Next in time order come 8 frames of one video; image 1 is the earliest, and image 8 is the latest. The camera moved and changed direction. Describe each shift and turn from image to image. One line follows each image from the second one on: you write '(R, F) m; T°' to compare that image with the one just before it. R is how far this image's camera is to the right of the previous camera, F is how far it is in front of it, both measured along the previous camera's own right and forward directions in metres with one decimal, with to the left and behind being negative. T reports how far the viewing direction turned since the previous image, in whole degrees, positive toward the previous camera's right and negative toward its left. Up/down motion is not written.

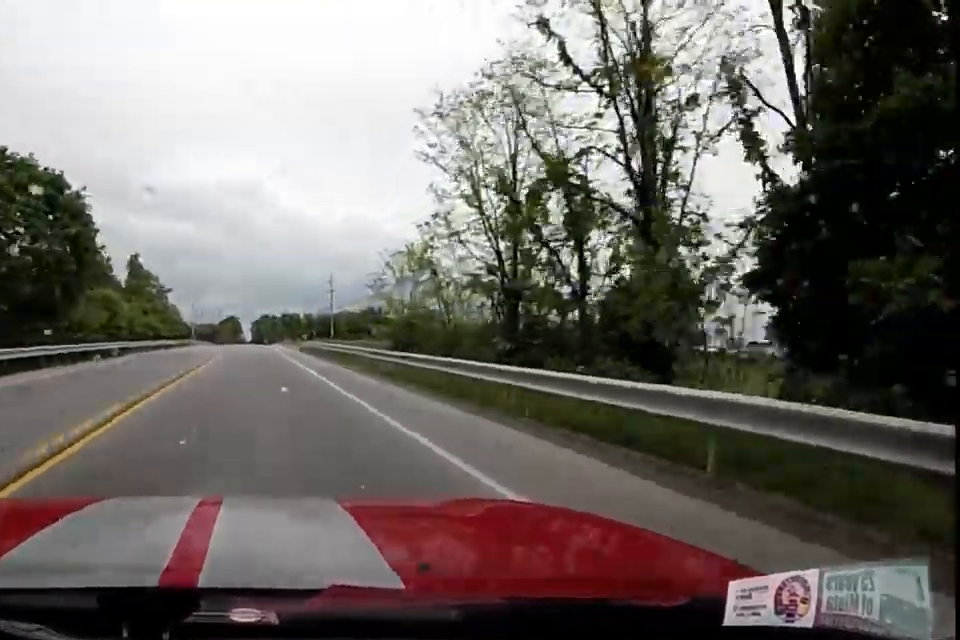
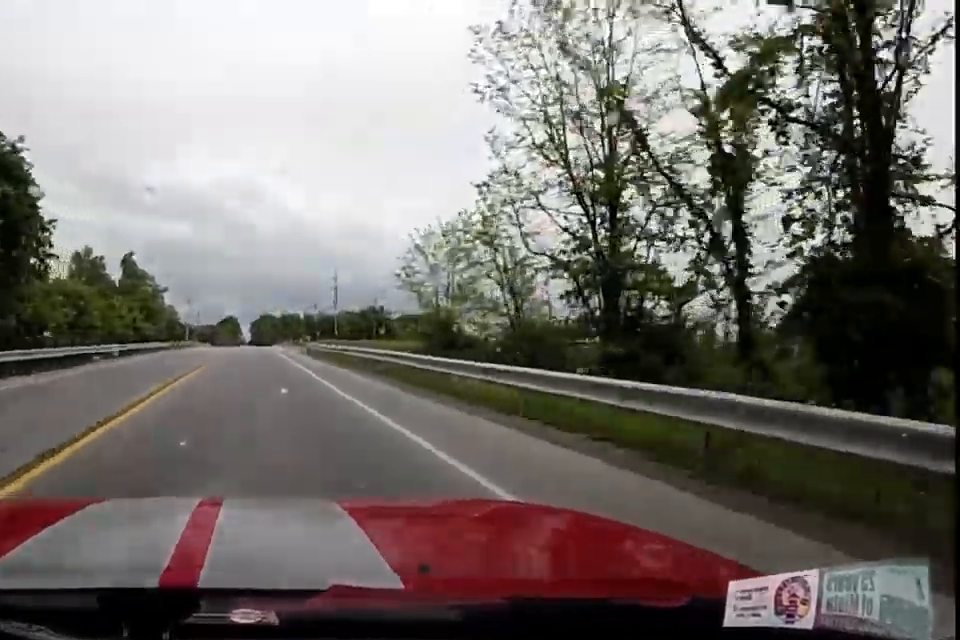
(-0.2, +7.0) m; -1°
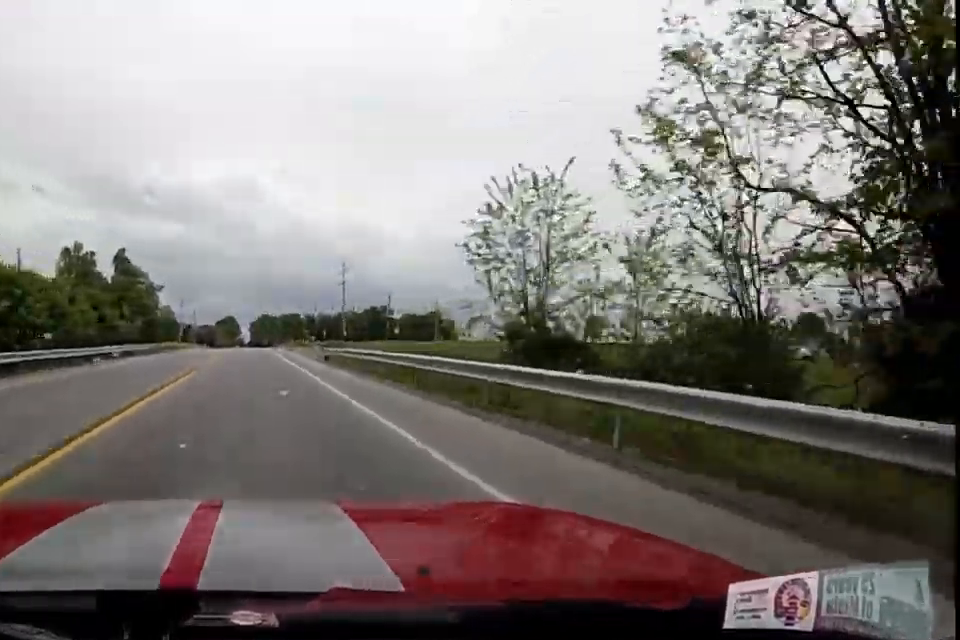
(0.0, +9.0) m; +1°
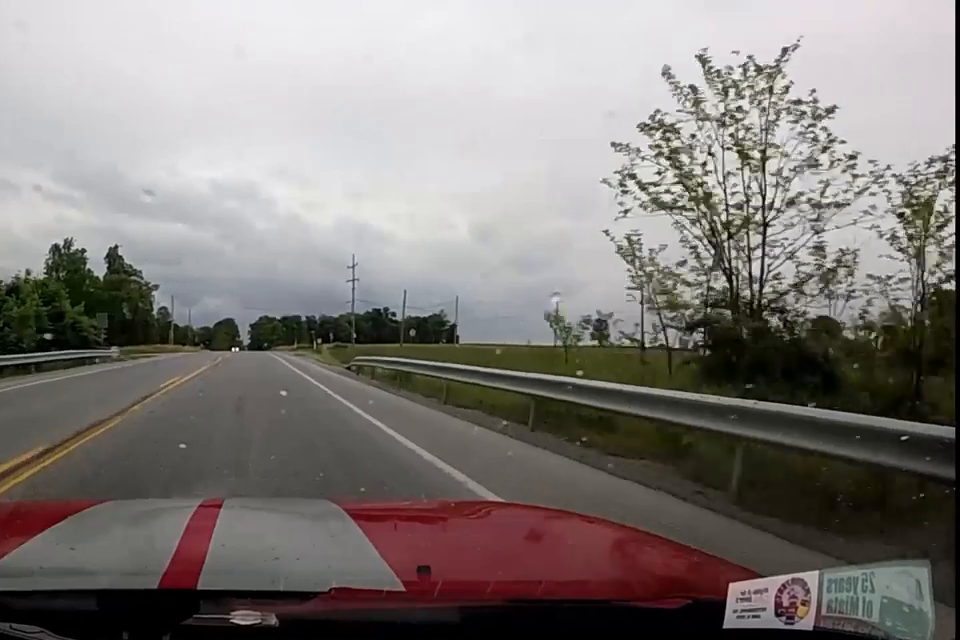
(-0.1, +9.0) m; +1°
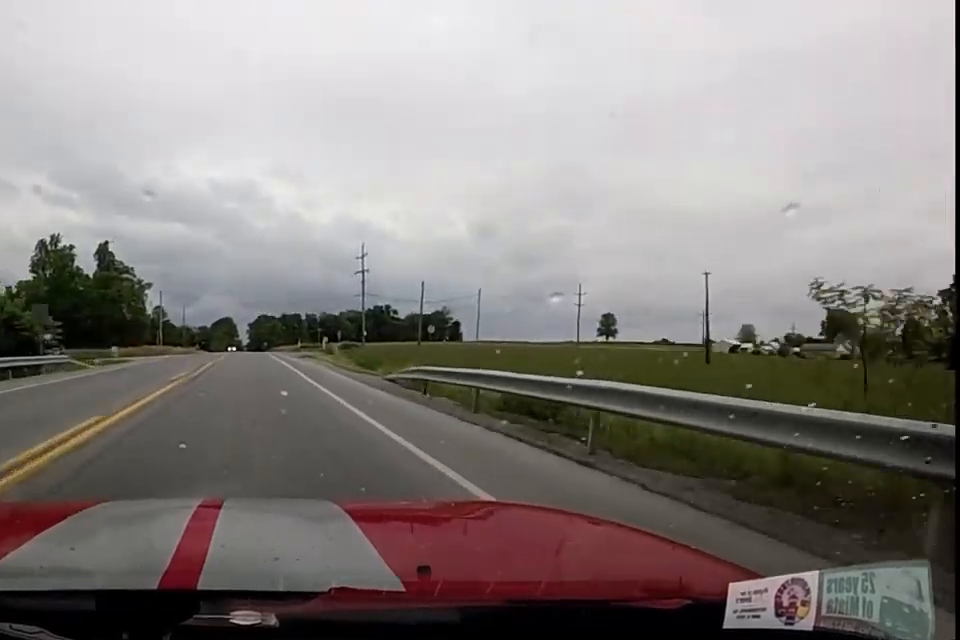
(+0.3, +8.9) m; 0°
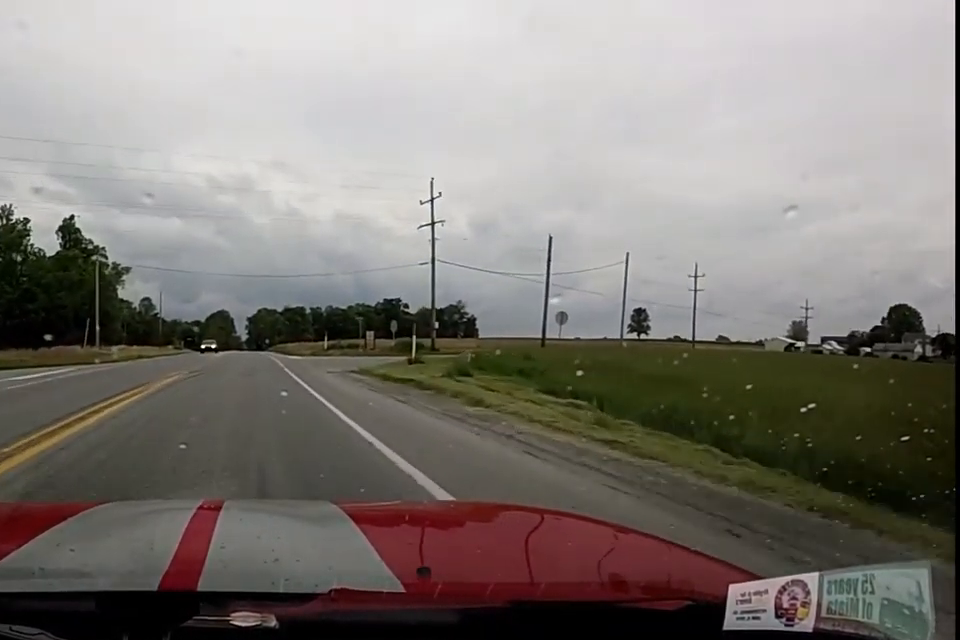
(-0.8, +31.0) m; -1°
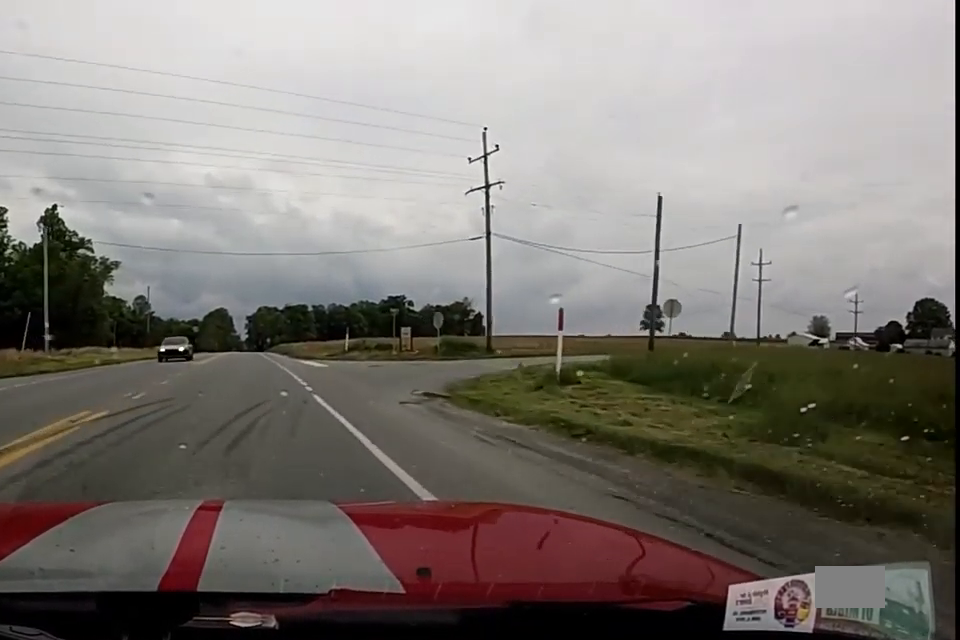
(+0.2, +12.5) m; +3°
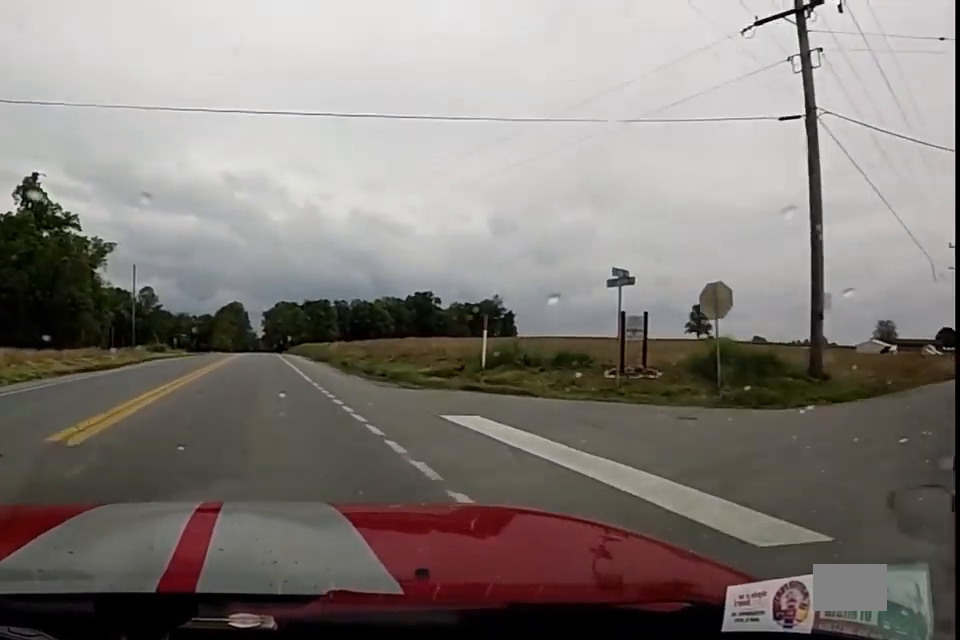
(+1.2, +23.7) m; +1°
